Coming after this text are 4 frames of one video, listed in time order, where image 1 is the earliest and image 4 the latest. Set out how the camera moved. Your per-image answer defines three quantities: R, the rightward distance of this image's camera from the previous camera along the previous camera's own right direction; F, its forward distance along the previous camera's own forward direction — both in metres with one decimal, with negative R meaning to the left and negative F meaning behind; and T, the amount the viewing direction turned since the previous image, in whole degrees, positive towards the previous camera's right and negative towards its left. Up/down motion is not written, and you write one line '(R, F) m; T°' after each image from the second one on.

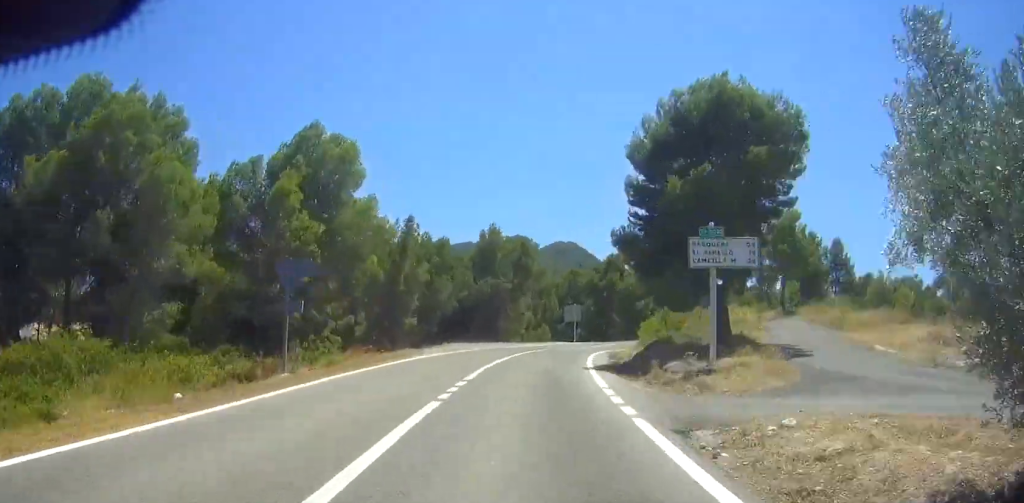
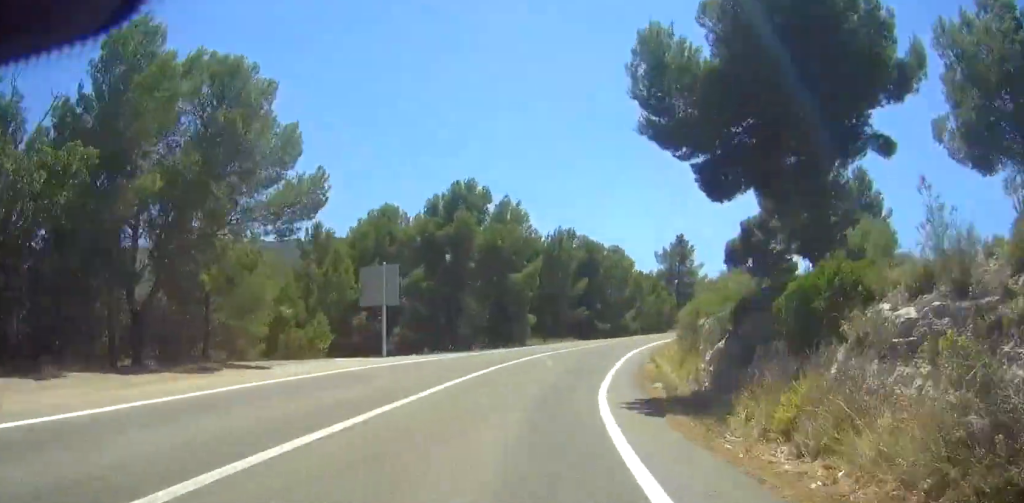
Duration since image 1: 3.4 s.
(+2.4, +46.7) m; +10°
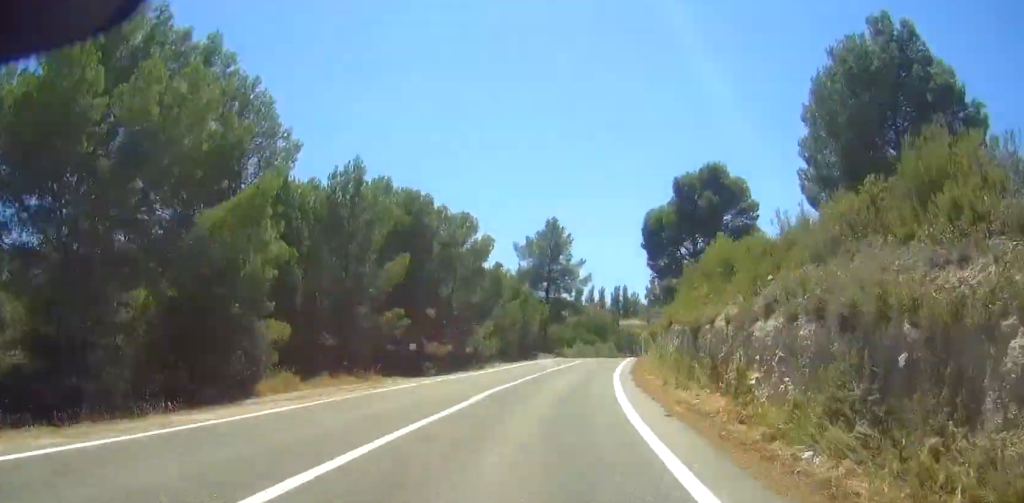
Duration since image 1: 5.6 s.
(+3.0, +31.3) m; +8°
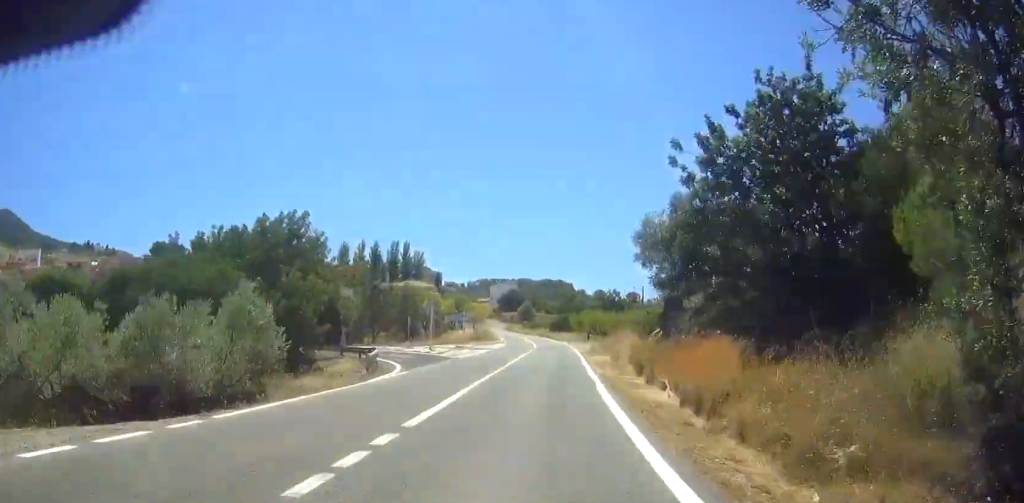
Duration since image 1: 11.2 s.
(+10.1, +72.1) m; +8°
